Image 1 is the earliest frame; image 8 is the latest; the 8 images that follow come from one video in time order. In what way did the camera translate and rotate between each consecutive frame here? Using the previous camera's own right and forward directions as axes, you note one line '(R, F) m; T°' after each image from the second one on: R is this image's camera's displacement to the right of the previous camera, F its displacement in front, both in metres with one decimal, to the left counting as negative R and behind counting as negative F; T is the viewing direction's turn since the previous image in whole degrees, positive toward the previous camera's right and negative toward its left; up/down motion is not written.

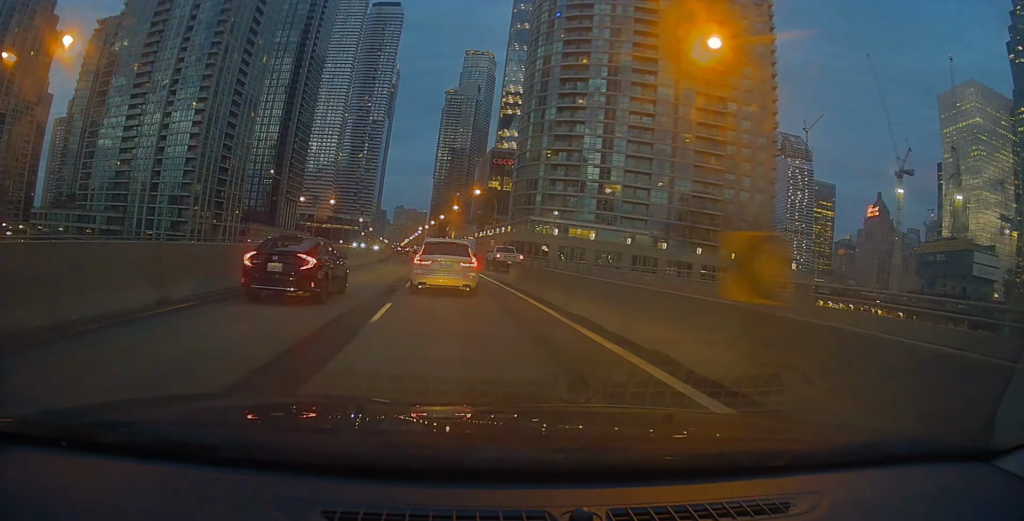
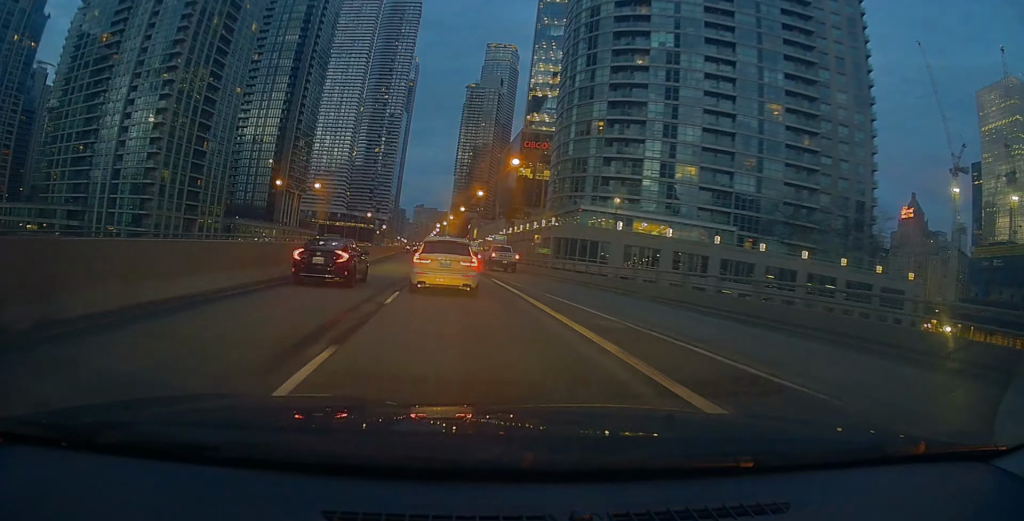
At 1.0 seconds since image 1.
(0.0, +24.3) m; -4°
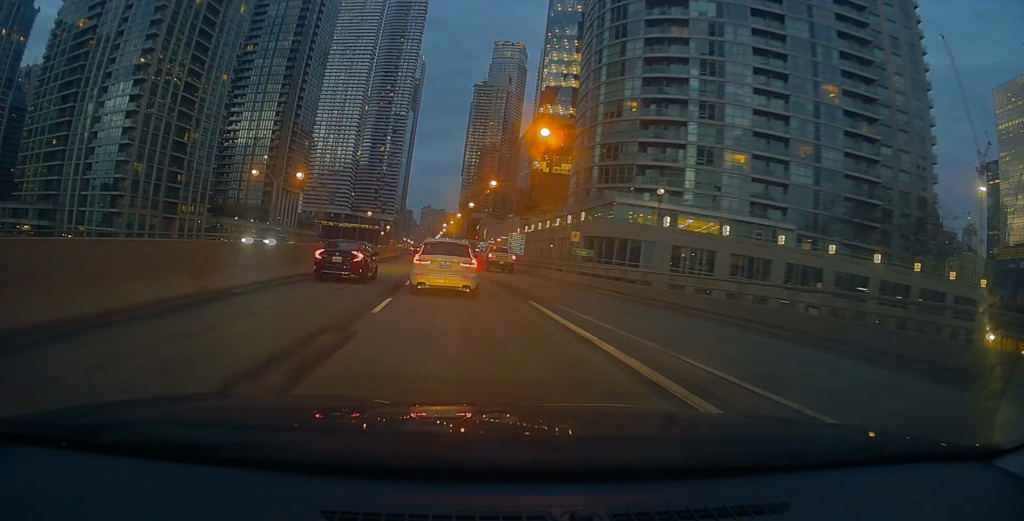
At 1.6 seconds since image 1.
(-0.8, +12.3) m; -2°
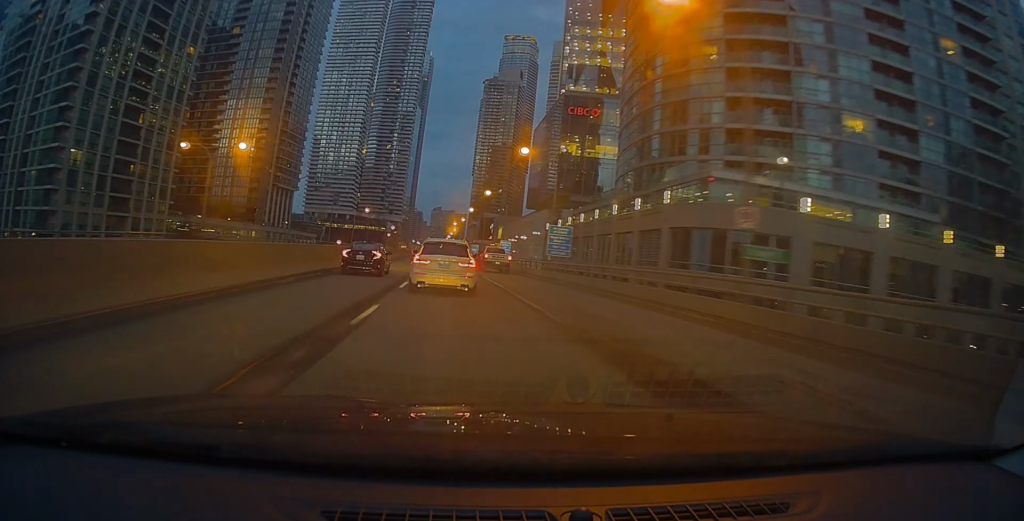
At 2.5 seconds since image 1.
(-0.4, +20.5) m; -2°
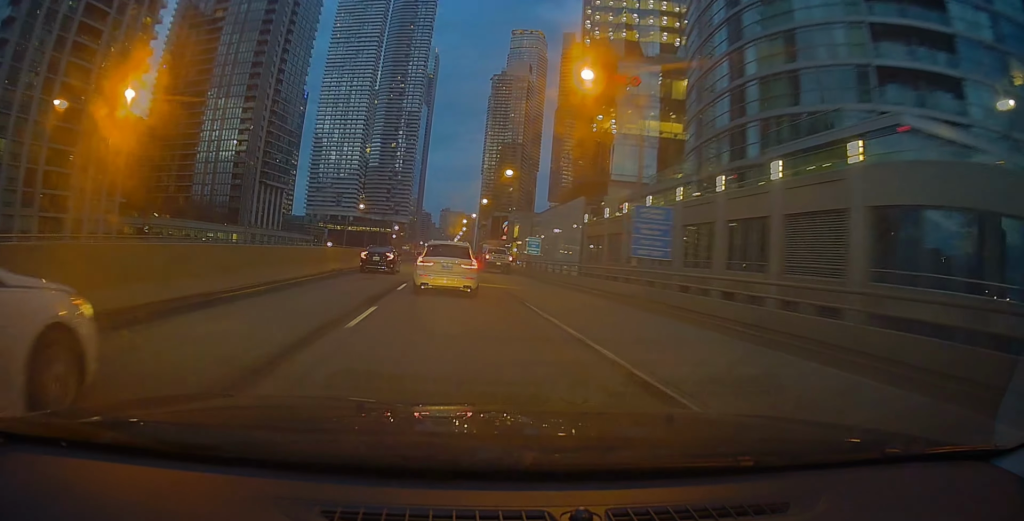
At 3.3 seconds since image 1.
(+0.1, +18.0) m; 0°
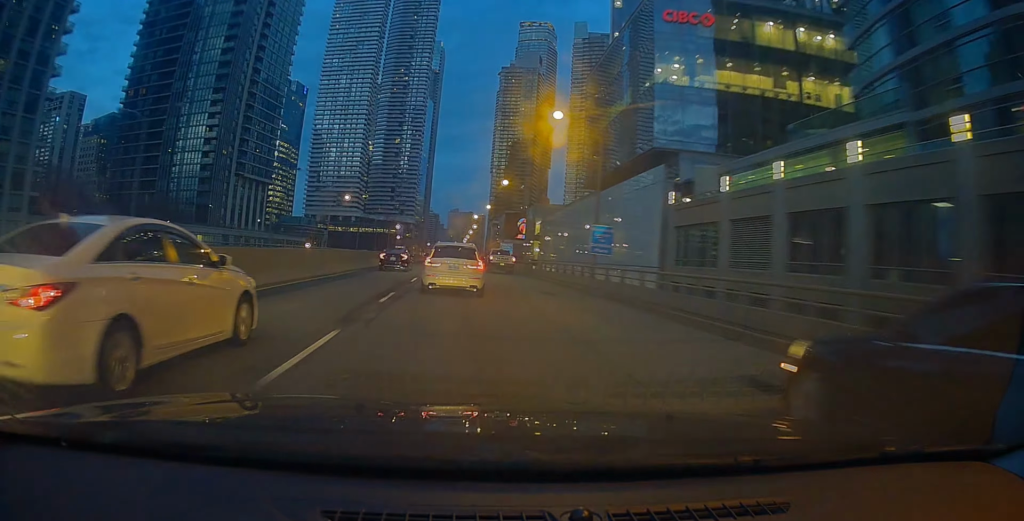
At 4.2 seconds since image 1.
(-0.4, +21.6) m; 0°
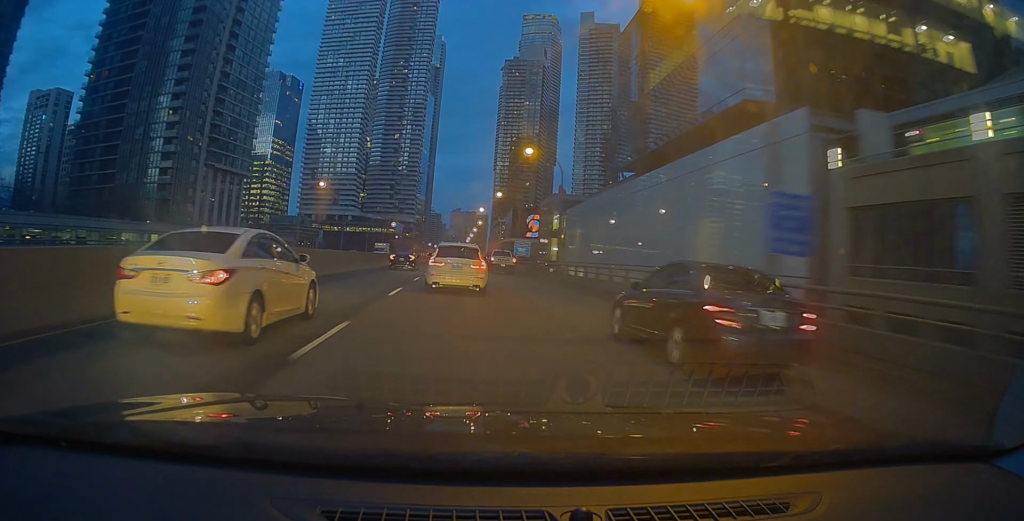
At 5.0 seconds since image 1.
(+0.3, +17.0) m; 0°
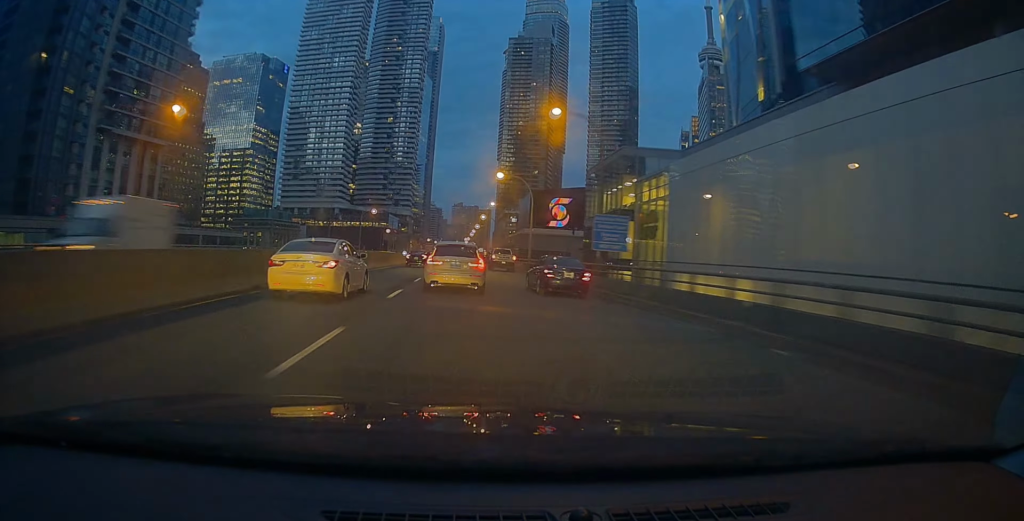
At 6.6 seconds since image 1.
(-0.4, +36.8) m; 0°
